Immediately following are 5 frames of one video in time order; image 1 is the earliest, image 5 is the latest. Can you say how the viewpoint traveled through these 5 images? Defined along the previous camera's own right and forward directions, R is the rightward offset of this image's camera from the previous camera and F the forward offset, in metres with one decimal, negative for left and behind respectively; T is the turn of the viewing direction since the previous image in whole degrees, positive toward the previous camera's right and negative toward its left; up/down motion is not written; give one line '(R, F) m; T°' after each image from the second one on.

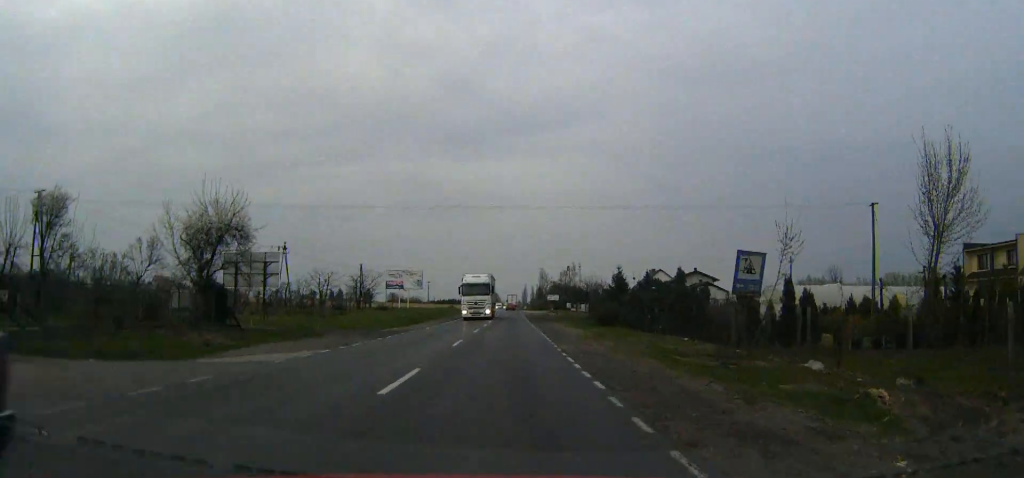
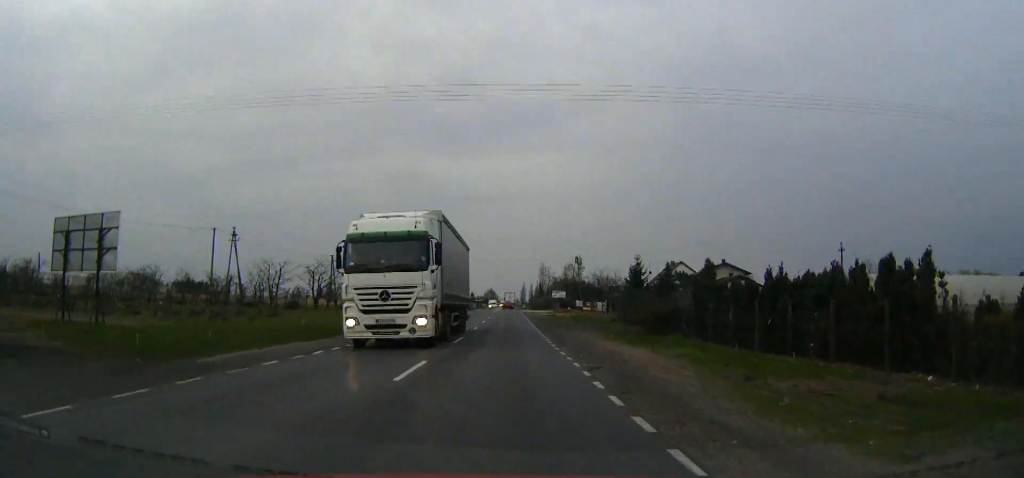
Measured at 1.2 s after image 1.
(0.0, +22.2) m; 0°
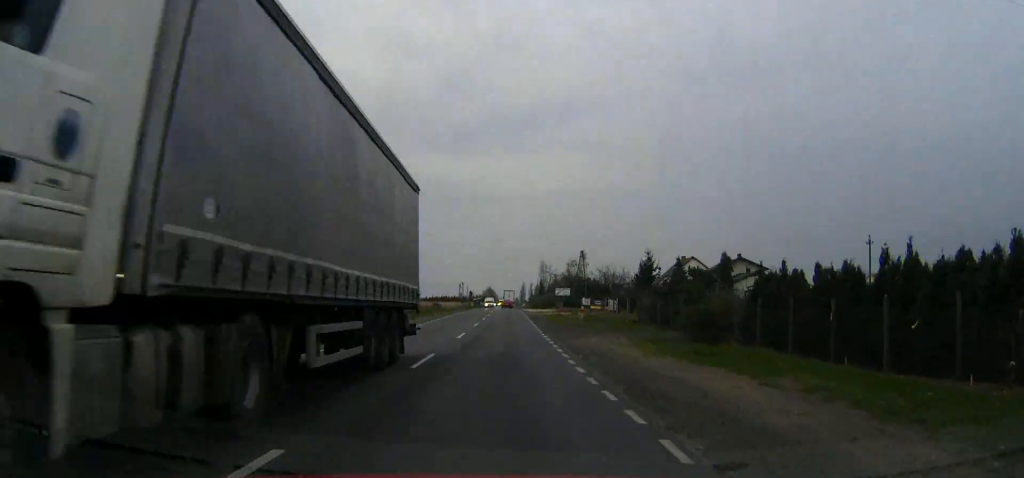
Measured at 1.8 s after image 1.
(0.0, +9.6) m; 0°
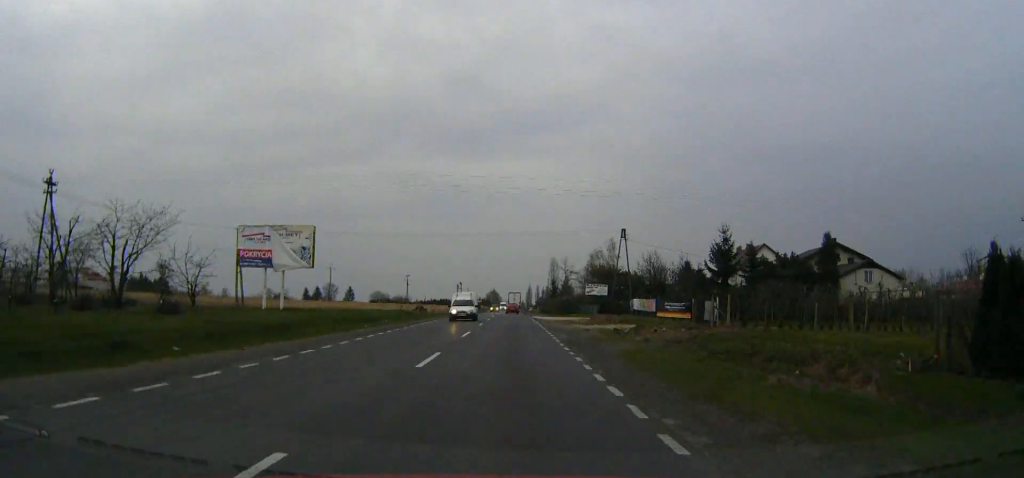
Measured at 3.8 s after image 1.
(-0.3, +36.0) m; -1°
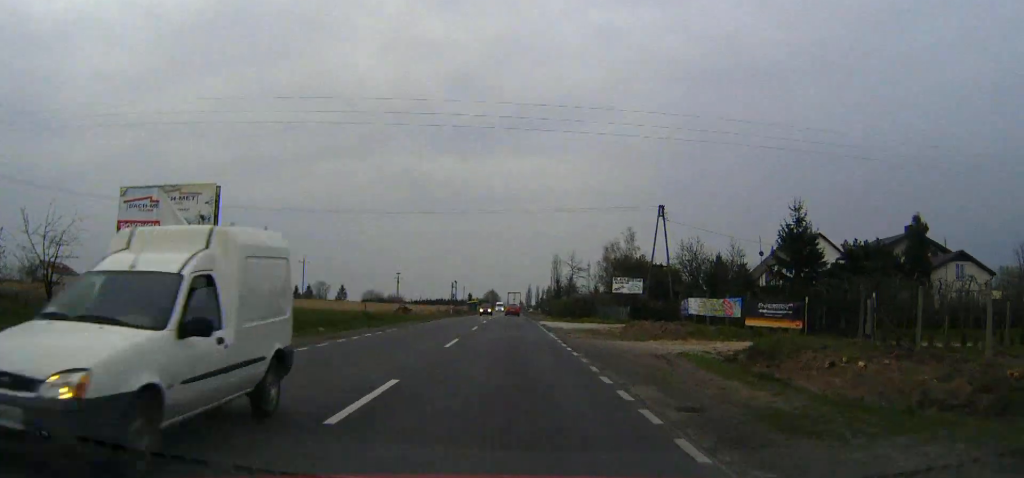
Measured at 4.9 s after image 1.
(0.0, +18.7) m; 0°
